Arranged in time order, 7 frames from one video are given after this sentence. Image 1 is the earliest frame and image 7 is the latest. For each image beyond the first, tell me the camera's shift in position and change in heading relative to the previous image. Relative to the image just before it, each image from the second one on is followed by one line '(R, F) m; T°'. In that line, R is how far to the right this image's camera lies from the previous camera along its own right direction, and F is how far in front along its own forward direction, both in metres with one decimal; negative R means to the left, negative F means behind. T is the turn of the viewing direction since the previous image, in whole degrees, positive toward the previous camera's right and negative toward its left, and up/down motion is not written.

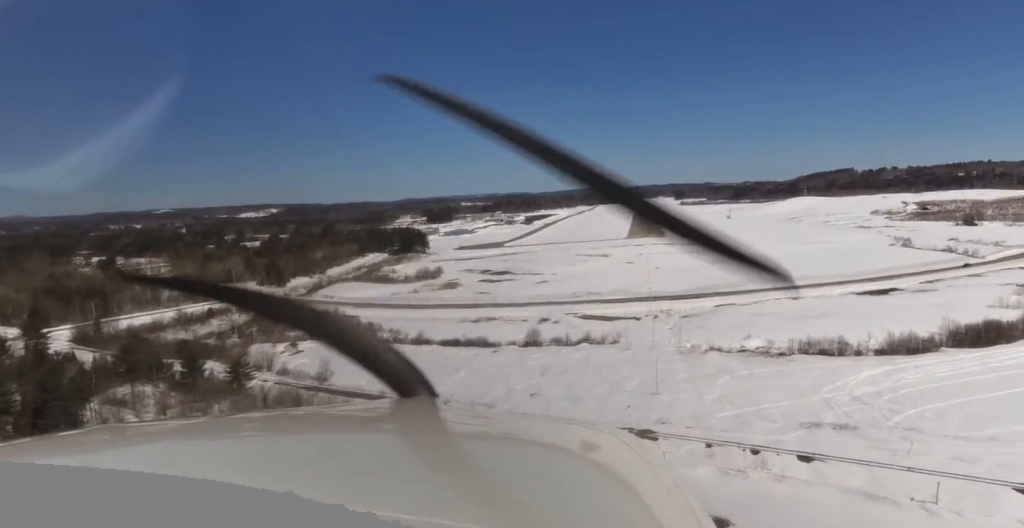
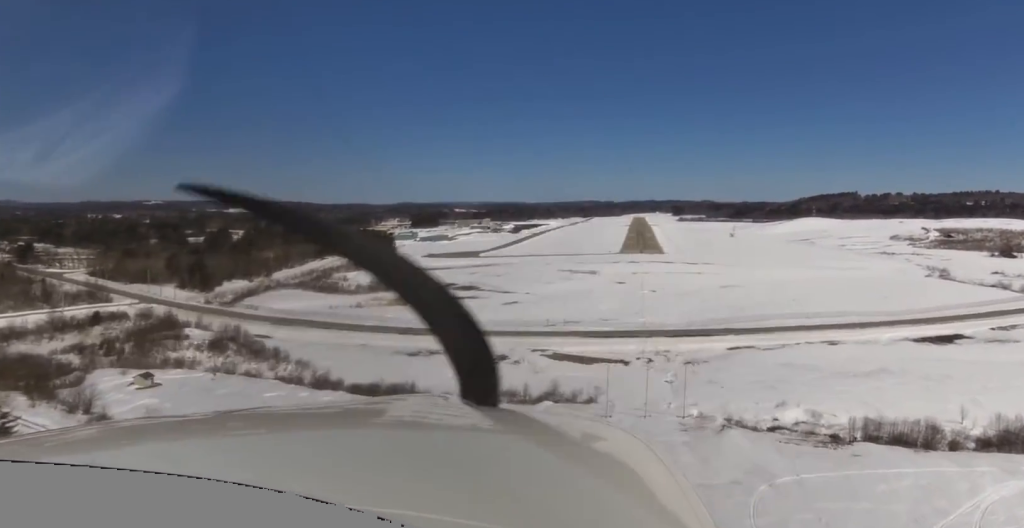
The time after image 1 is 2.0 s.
(+0.3, +75.1) m; +1°
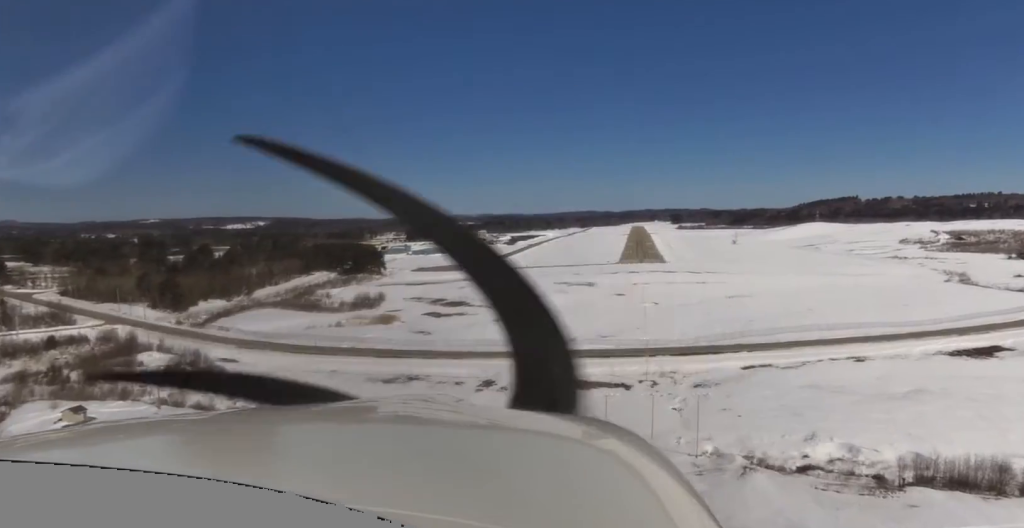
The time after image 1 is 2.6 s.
(+0.2, +25.3) m; +1°
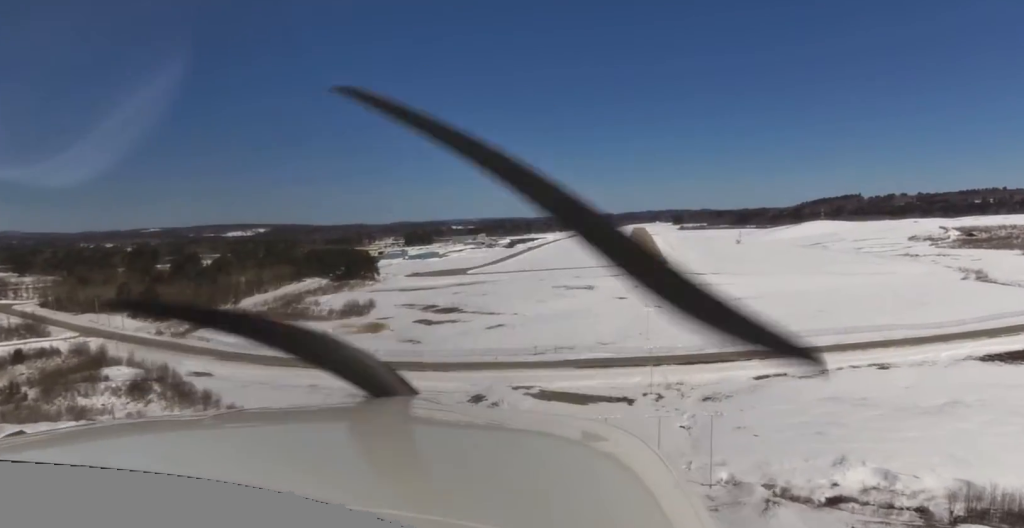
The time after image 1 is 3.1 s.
(0.0, +17.6) m; 0°
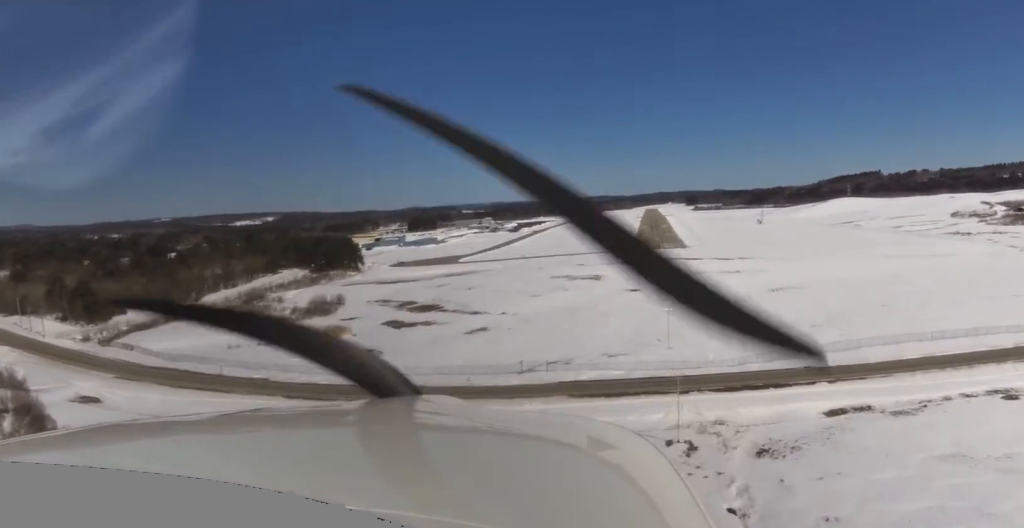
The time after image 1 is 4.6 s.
(0.0, +57.6) m; 0°
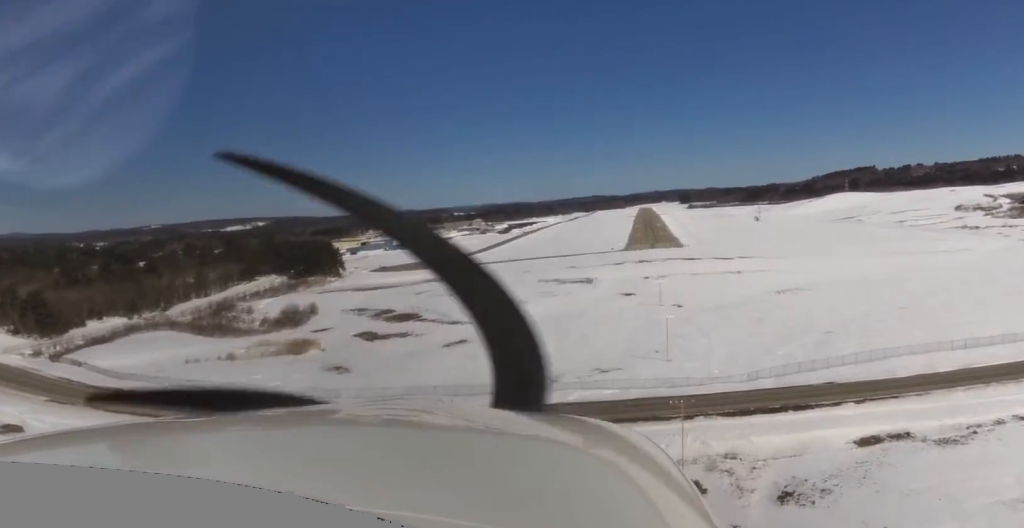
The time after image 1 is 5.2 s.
(0.0, +21.2) m; 0°
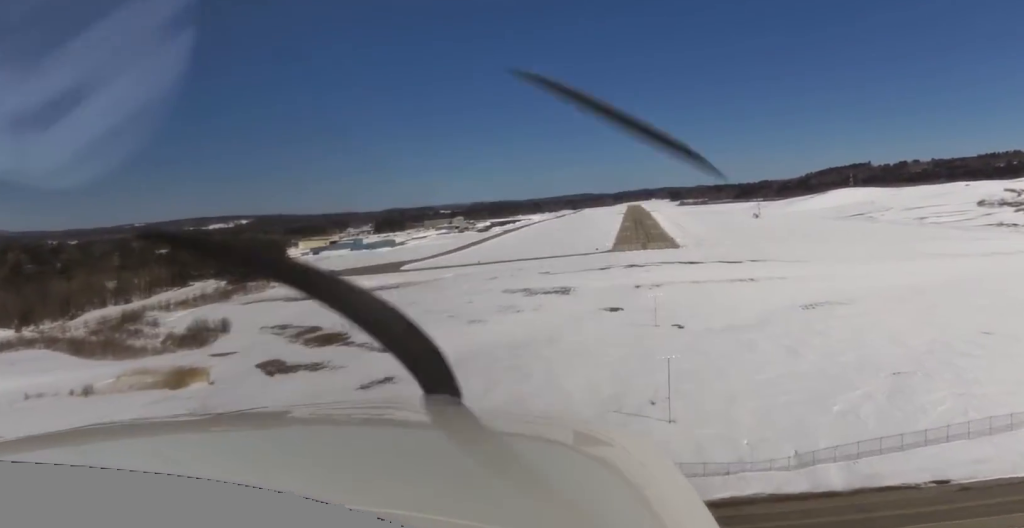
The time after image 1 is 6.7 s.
(-0.4, +55.9) m; -2°
